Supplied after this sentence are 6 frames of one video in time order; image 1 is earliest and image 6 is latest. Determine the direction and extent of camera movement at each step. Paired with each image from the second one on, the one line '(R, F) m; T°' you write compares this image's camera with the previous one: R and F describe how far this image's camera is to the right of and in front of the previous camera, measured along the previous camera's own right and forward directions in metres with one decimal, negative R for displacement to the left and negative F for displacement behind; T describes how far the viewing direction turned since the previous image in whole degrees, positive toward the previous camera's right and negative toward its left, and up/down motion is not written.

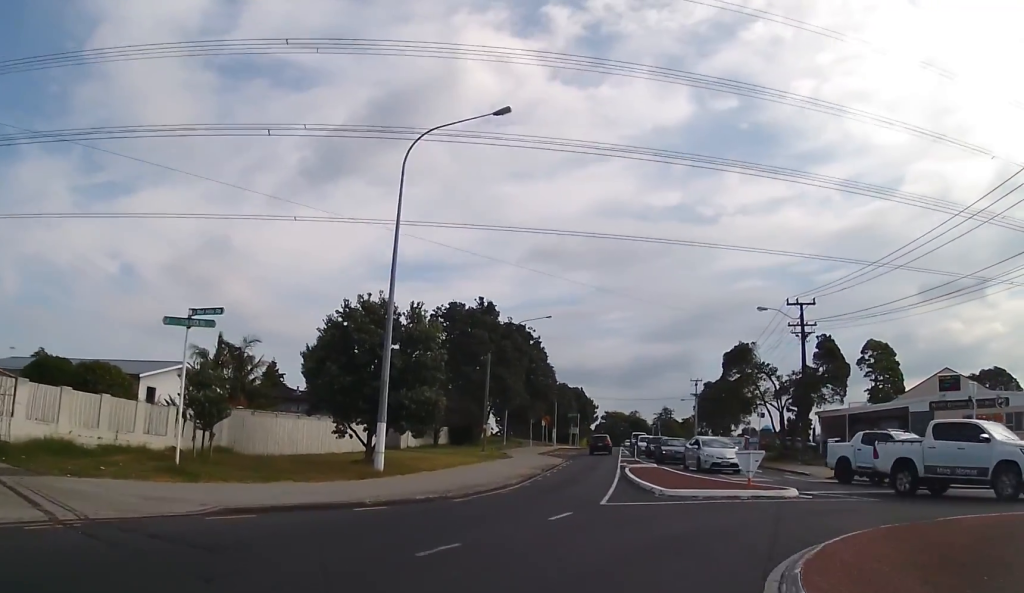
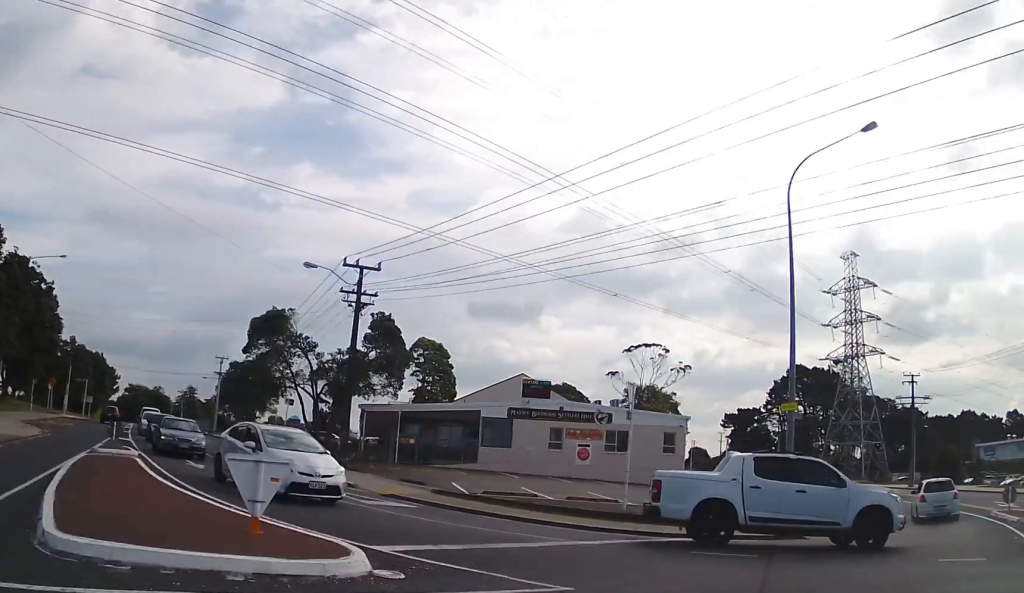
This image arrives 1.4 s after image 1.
(+1.9, +7.2) m; +38°
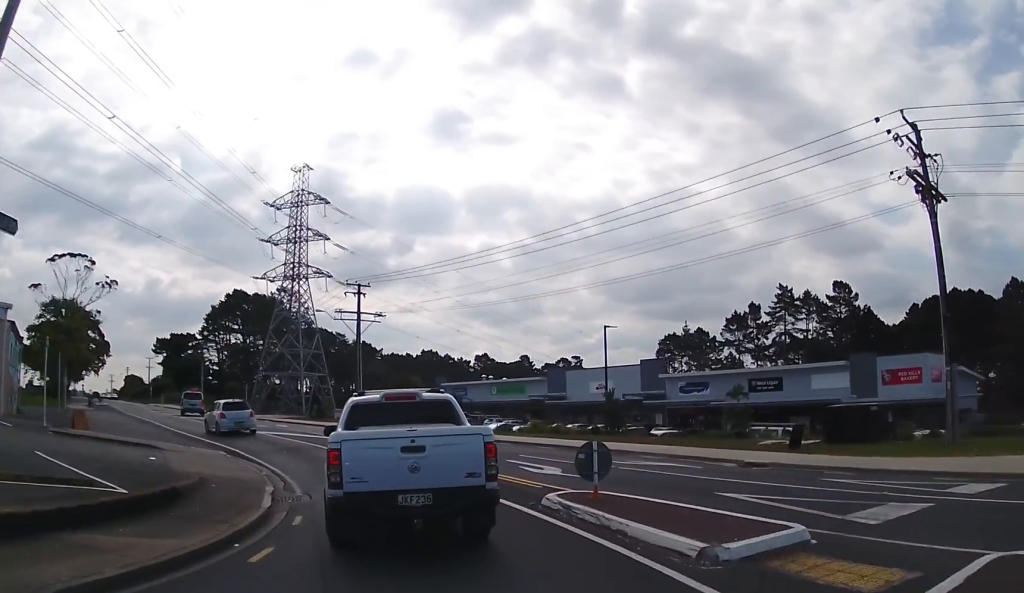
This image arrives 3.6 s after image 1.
(+5.5, +11.6) m; +26°
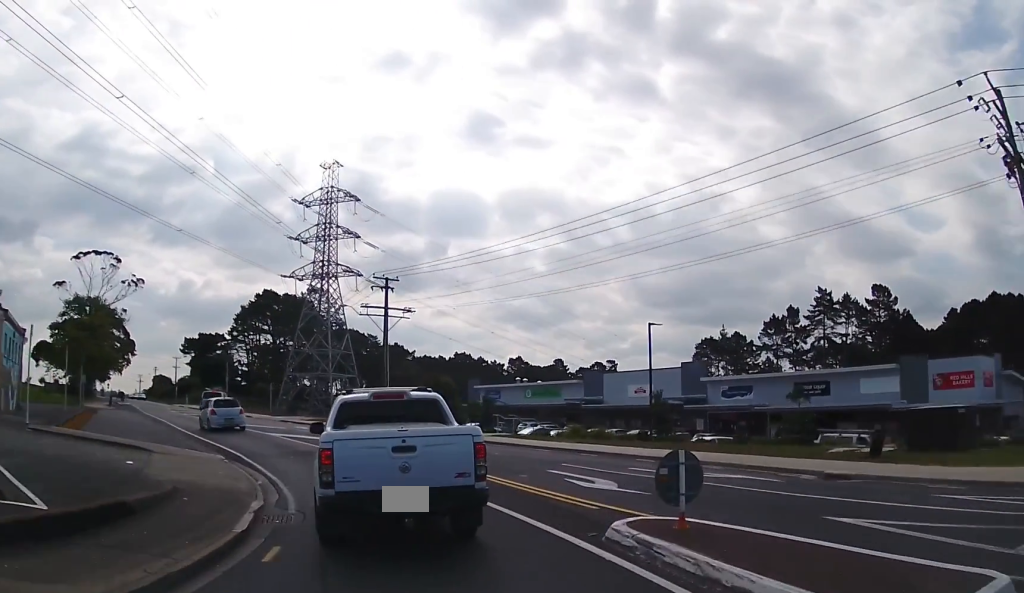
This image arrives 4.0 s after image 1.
(-0.2, +3.0) m; -2°
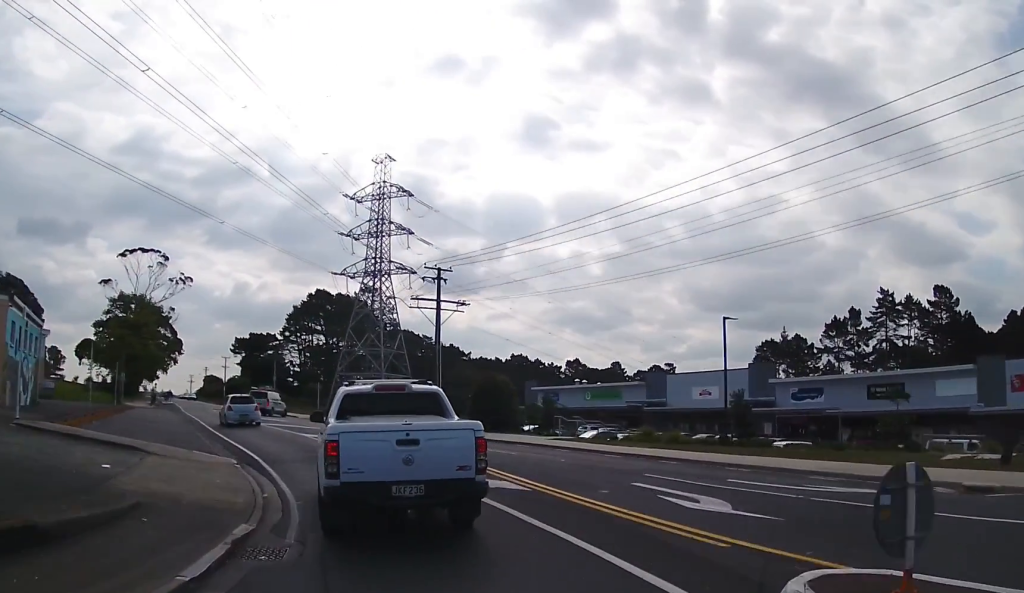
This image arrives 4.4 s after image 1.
(-0.1, +3.4) m; -2°
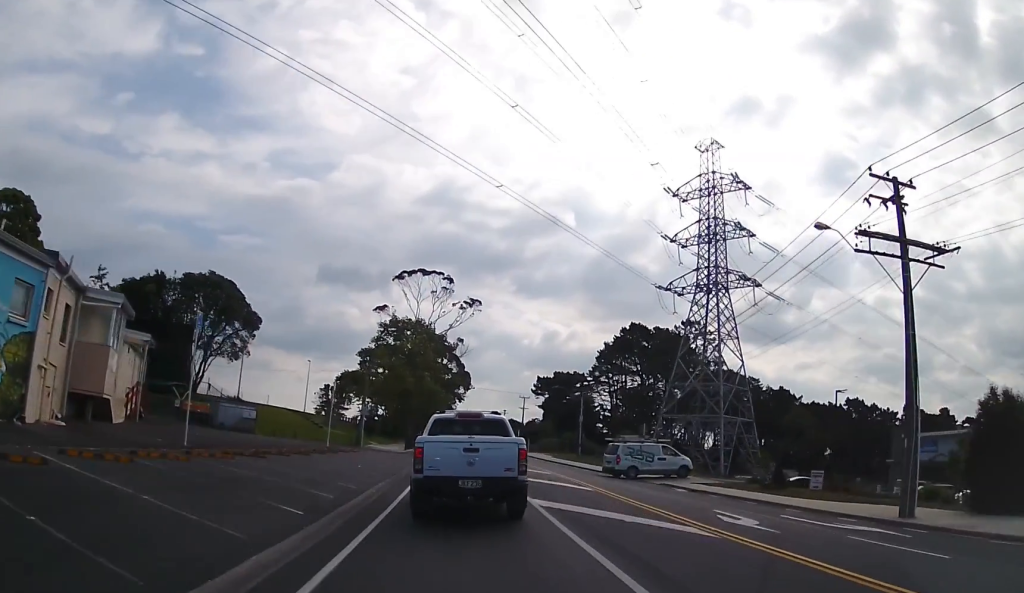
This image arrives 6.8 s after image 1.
(-3.4, +20.1) m; -21°
